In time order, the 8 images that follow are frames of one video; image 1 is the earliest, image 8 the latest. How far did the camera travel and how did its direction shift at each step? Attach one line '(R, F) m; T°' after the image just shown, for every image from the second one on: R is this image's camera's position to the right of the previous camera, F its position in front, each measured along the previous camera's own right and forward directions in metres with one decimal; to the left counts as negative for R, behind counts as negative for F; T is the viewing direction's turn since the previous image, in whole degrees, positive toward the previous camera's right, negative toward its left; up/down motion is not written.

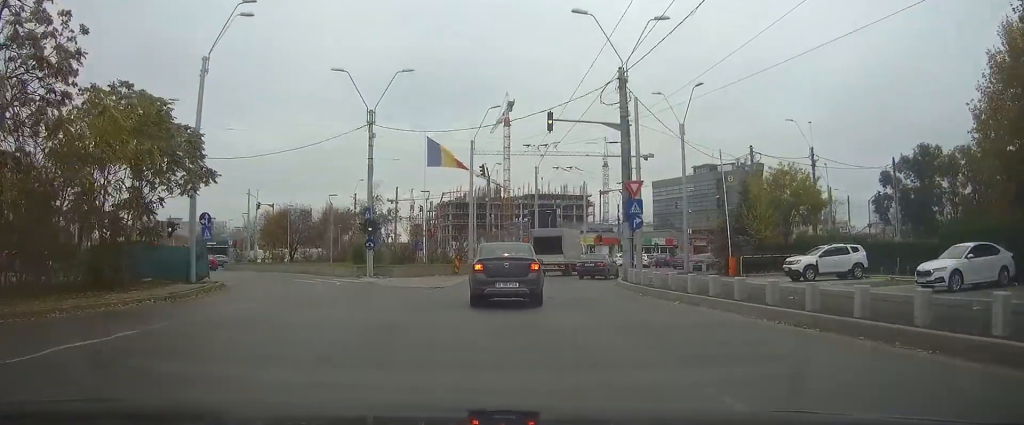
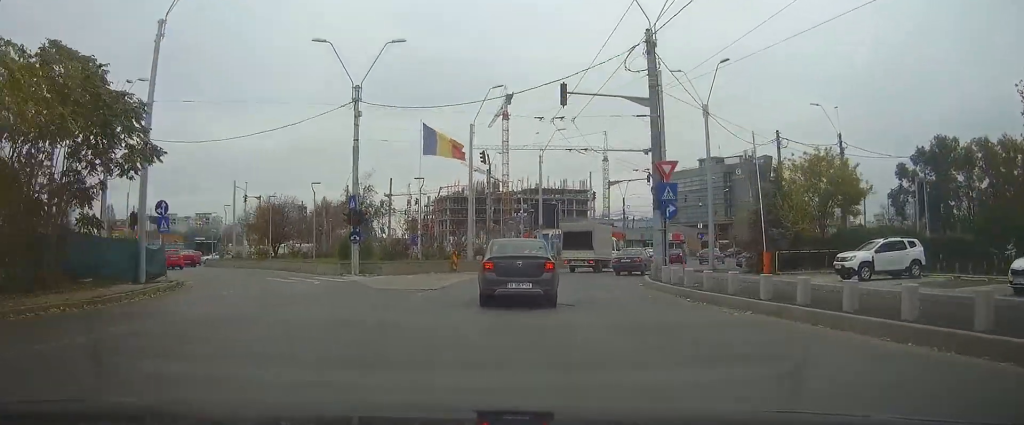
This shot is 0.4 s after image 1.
(0.0, +5.2) m; 0°
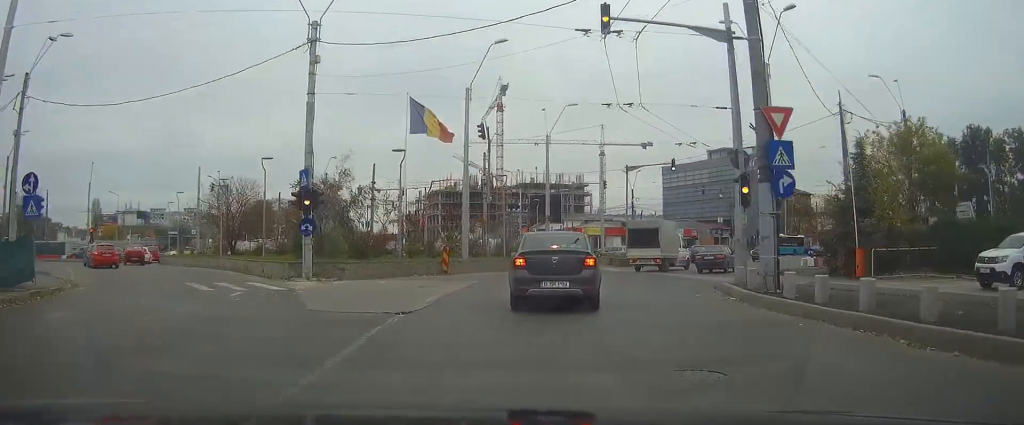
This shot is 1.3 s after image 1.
(0.0, +9.8) m; +1°
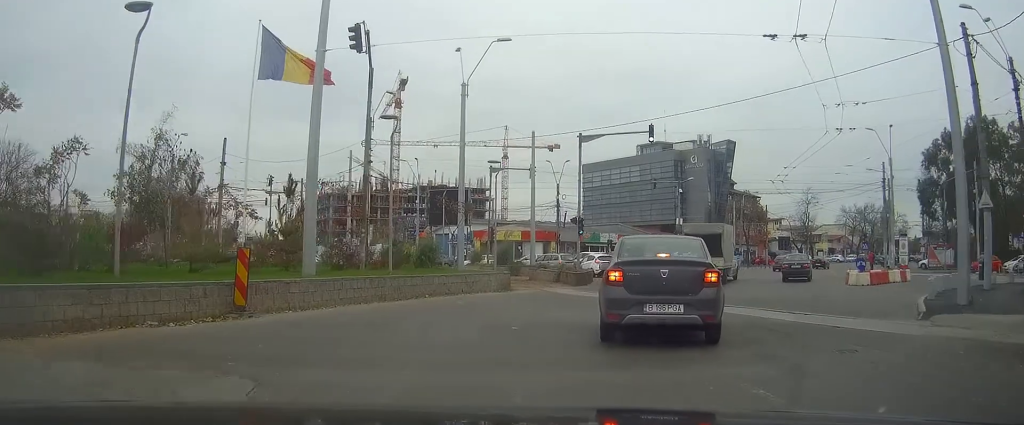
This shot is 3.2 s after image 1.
(+1.2, +19.4) m; +8°
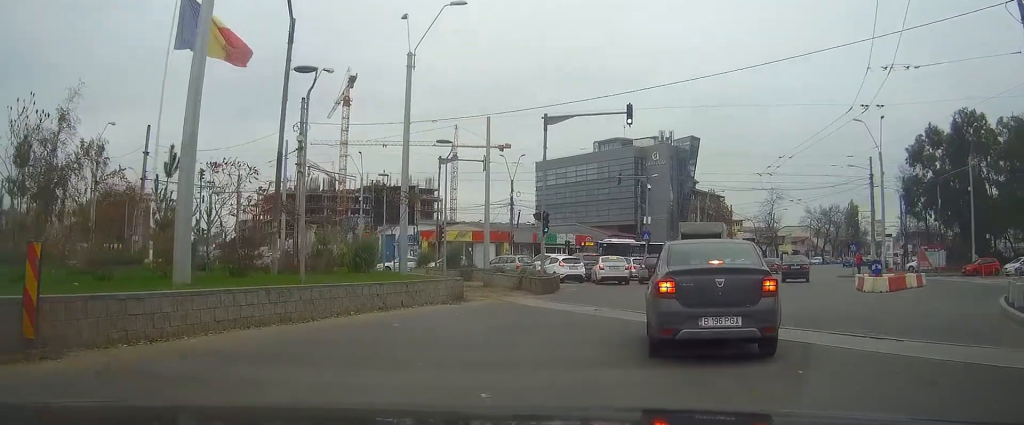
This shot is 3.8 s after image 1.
(+0.2, +6.0) m; +4°
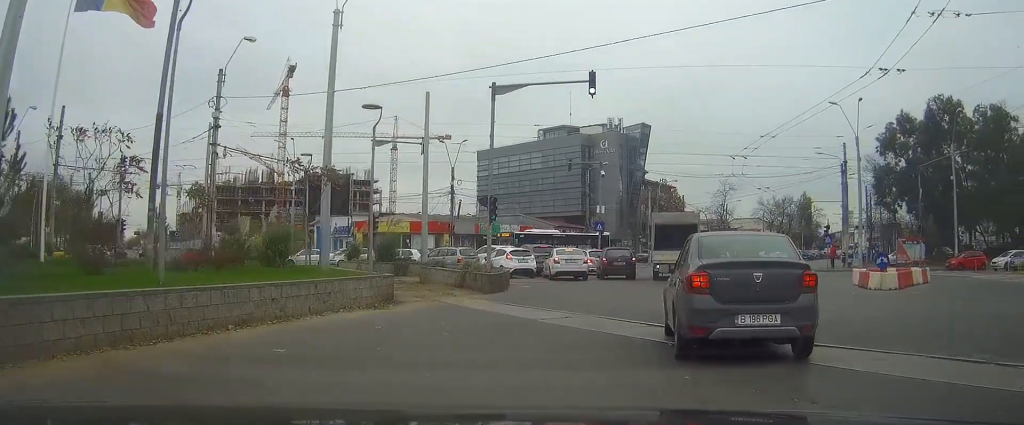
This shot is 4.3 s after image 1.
(0.0, +4.9) m; +4°
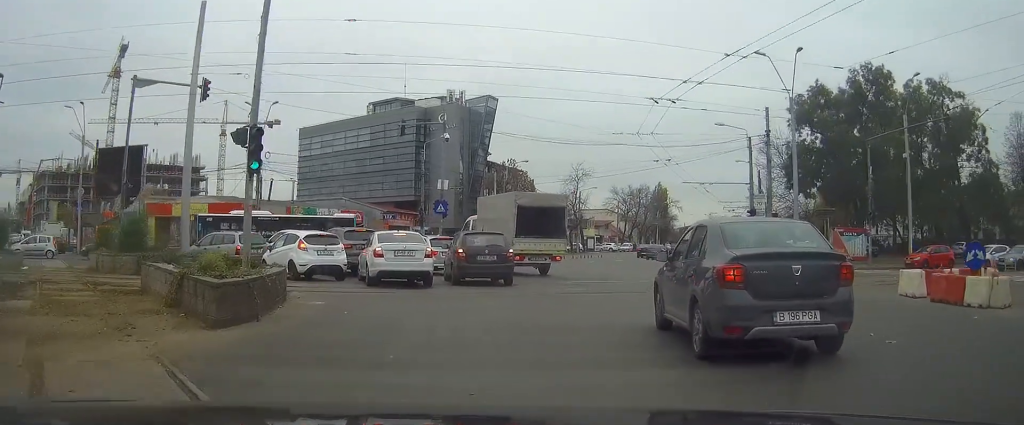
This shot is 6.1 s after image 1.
(+1.6, +13.5) m; +11°
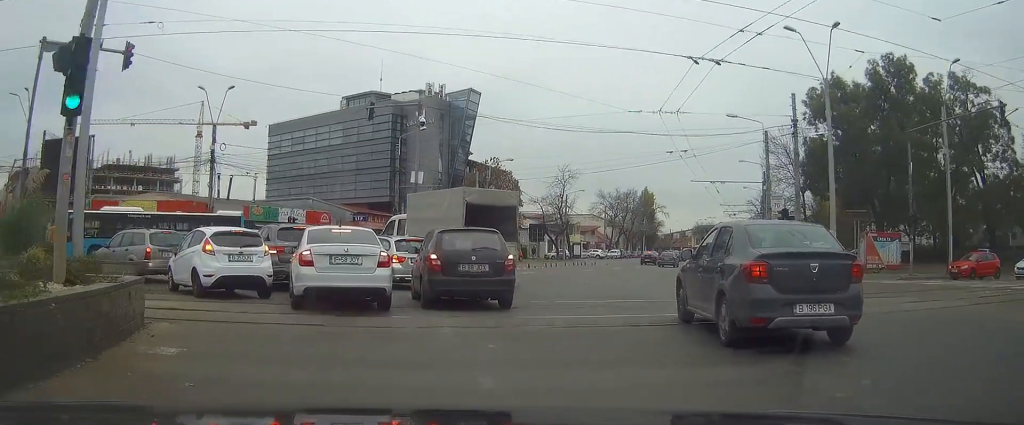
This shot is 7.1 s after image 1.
(+0.2, +6.3) m; +3°
